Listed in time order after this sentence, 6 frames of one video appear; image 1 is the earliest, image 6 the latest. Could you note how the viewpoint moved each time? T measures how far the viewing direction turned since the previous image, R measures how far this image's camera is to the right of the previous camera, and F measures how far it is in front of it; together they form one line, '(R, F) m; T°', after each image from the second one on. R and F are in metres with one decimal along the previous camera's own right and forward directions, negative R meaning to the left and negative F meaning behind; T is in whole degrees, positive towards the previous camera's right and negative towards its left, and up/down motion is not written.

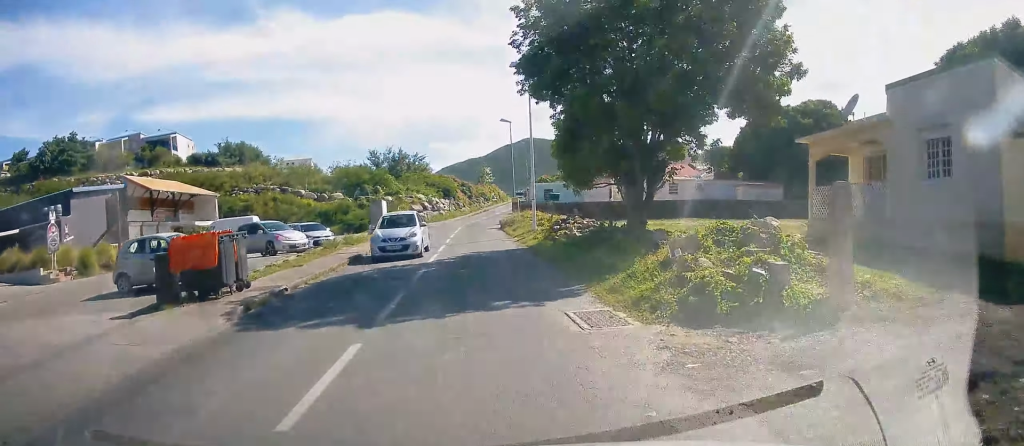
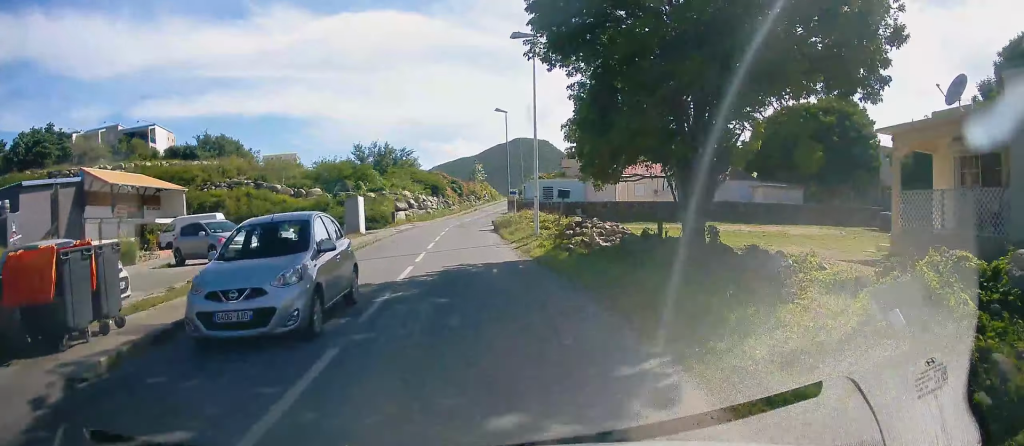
(+0.5, +4.9) m; +2°
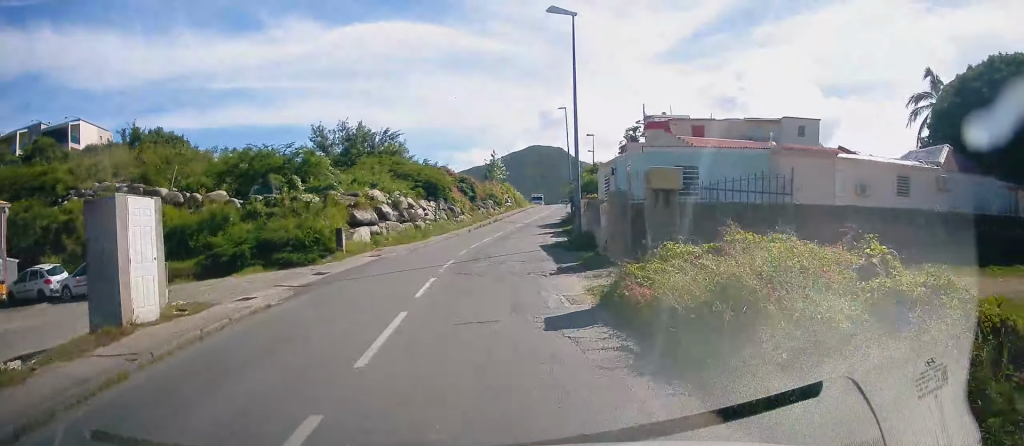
(-1.3, +23.7) m; -4°
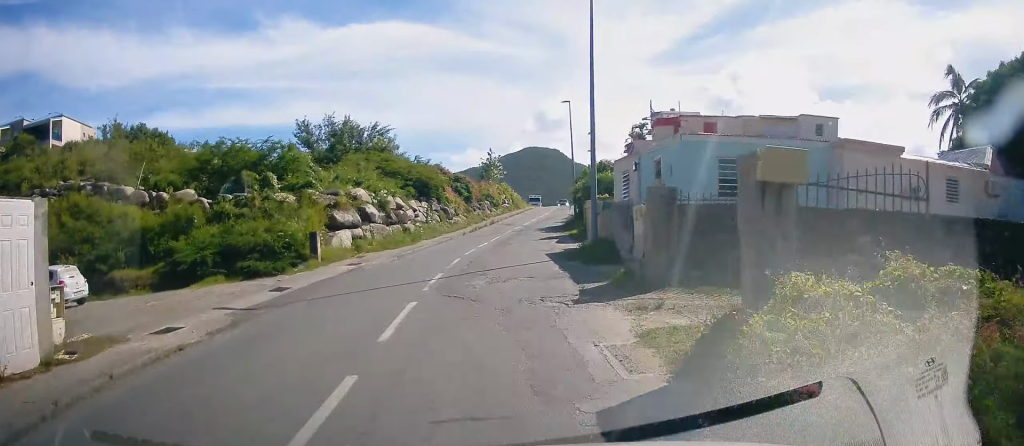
(0.0, +3.3) m; 0°
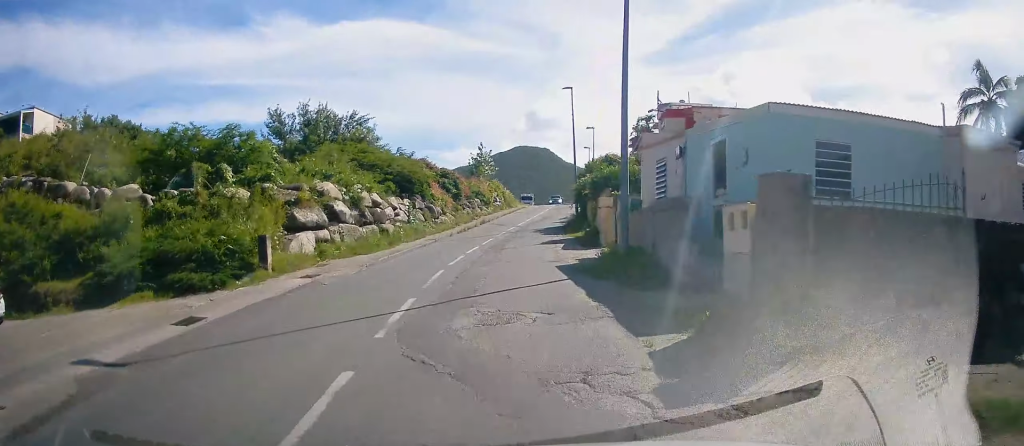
(0.0, +4.3) m; +1°
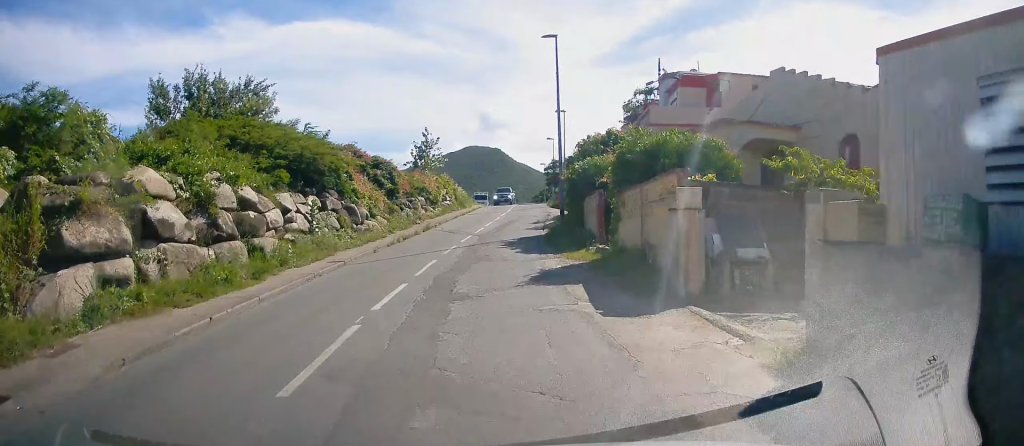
(+0.3, +11.1) m; +6°
